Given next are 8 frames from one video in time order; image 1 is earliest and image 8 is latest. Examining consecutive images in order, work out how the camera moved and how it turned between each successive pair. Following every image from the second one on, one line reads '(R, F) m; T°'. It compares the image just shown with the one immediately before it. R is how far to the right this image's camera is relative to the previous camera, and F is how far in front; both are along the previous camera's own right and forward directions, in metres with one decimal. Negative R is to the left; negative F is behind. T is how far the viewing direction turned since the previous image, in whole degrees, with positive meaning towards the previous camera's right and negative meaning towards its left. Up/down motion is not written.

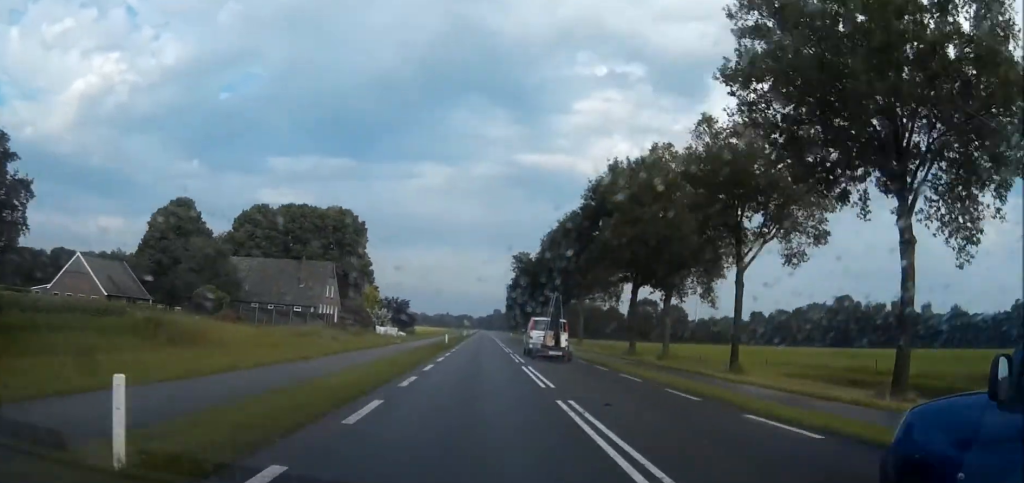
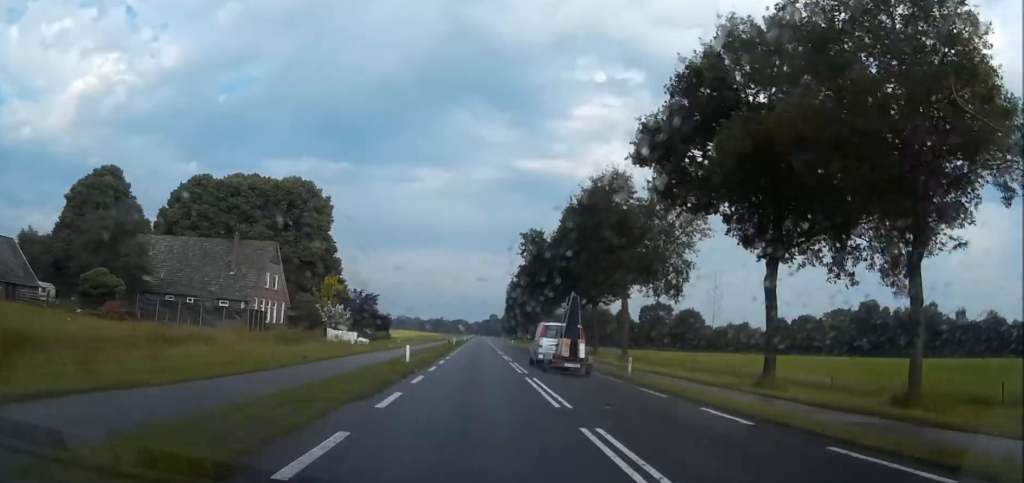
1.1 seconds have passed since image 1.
(0.0, +28.2) m; 0°
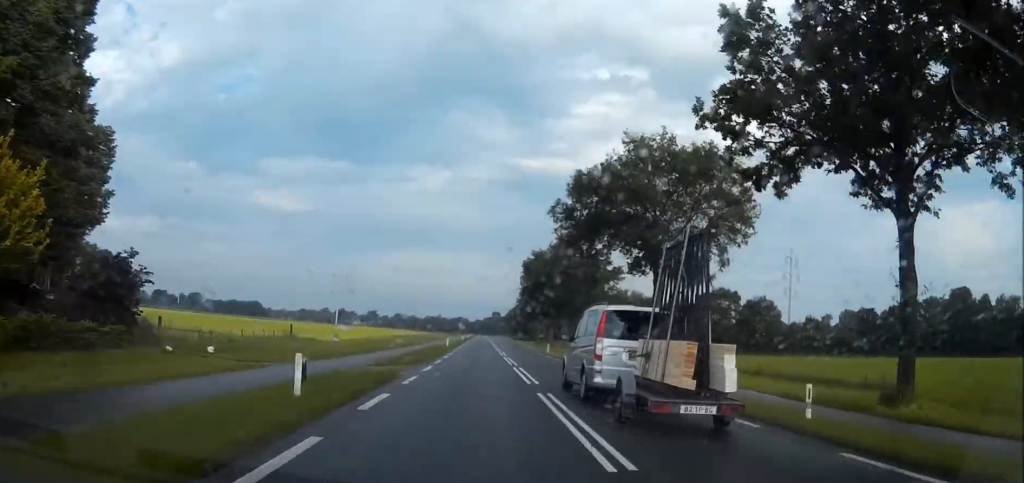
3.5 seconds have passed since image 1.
(0.0, +67.6) m; 0°
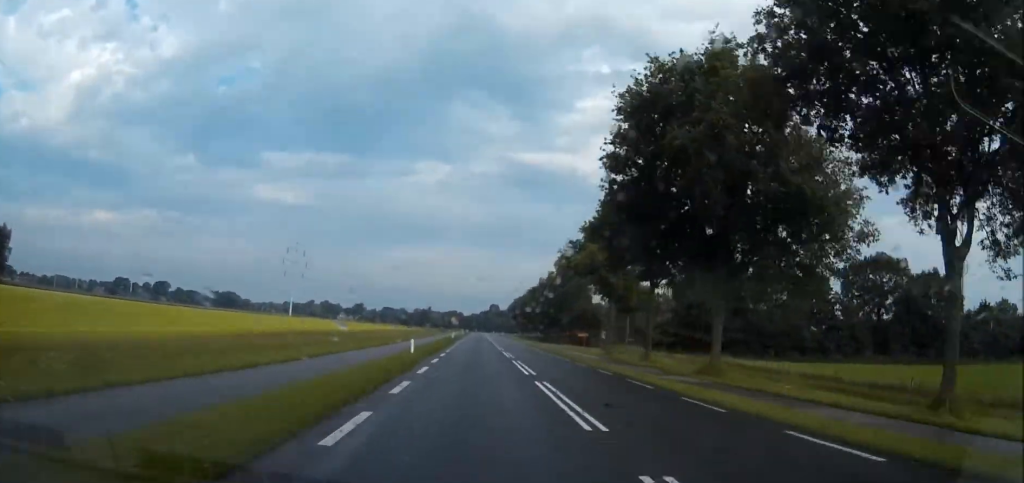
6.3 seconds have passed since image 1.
(-0.2, +79.8) m; 0°
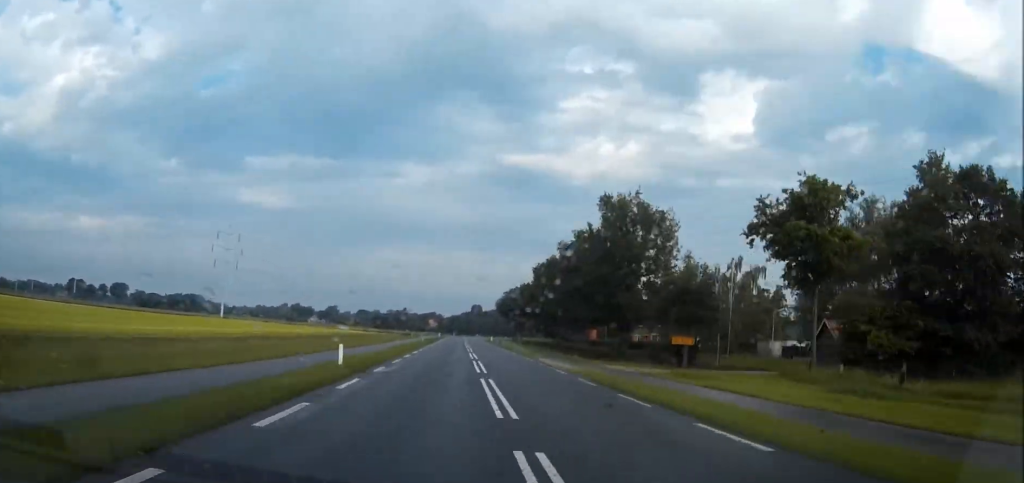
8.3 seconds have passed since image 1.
(+0.2, +57.5) m; +1°
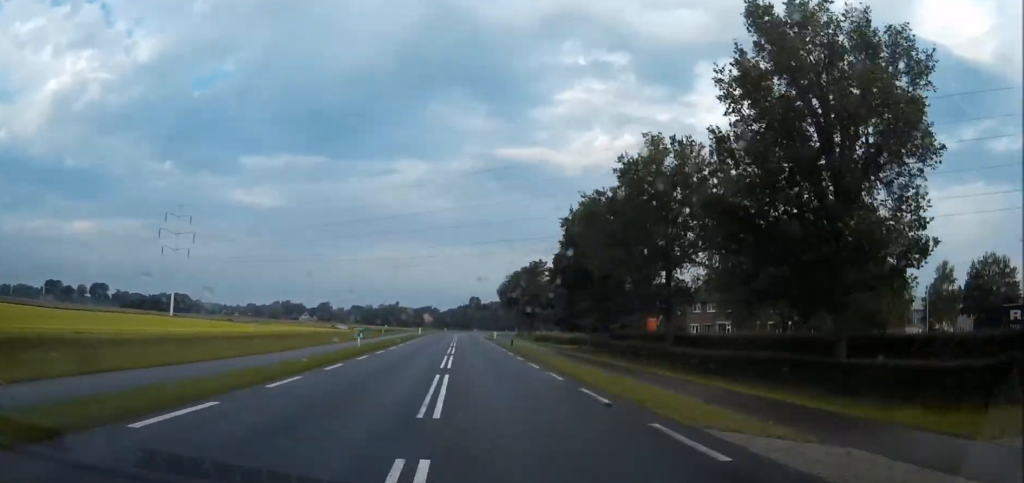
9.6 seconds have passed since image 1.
(+0.2, +36.3) m; +1°
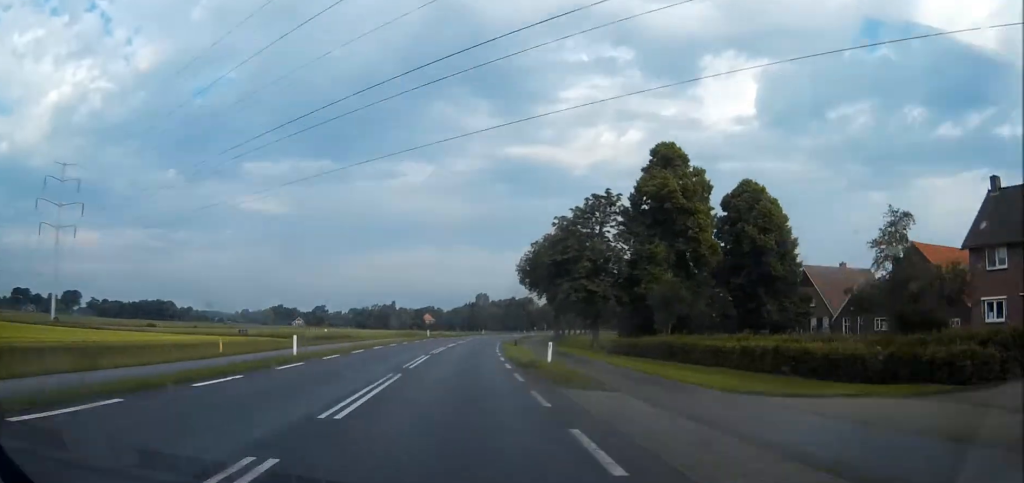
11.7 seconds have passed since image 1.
(+0.4, +59.7) m; +1°
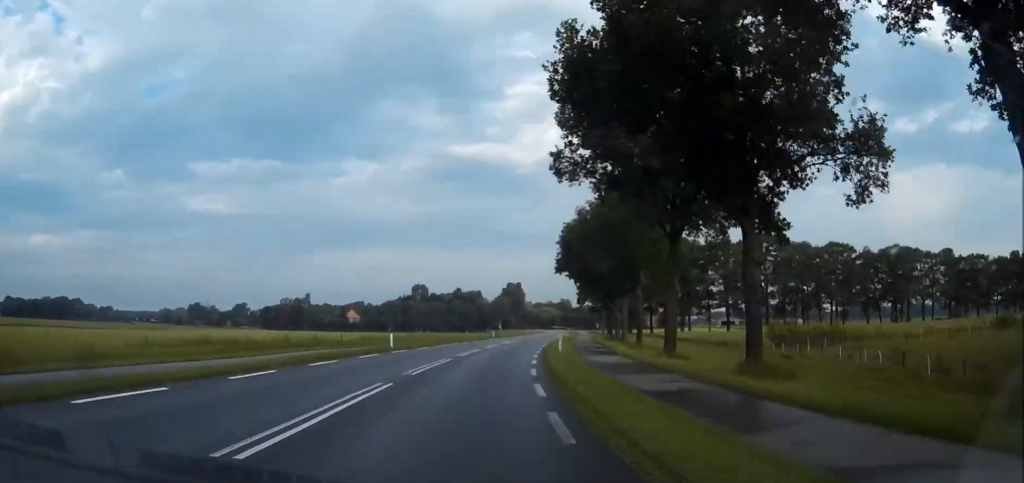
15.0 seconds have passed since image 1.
(+2.8, +85.4) m; +6°
